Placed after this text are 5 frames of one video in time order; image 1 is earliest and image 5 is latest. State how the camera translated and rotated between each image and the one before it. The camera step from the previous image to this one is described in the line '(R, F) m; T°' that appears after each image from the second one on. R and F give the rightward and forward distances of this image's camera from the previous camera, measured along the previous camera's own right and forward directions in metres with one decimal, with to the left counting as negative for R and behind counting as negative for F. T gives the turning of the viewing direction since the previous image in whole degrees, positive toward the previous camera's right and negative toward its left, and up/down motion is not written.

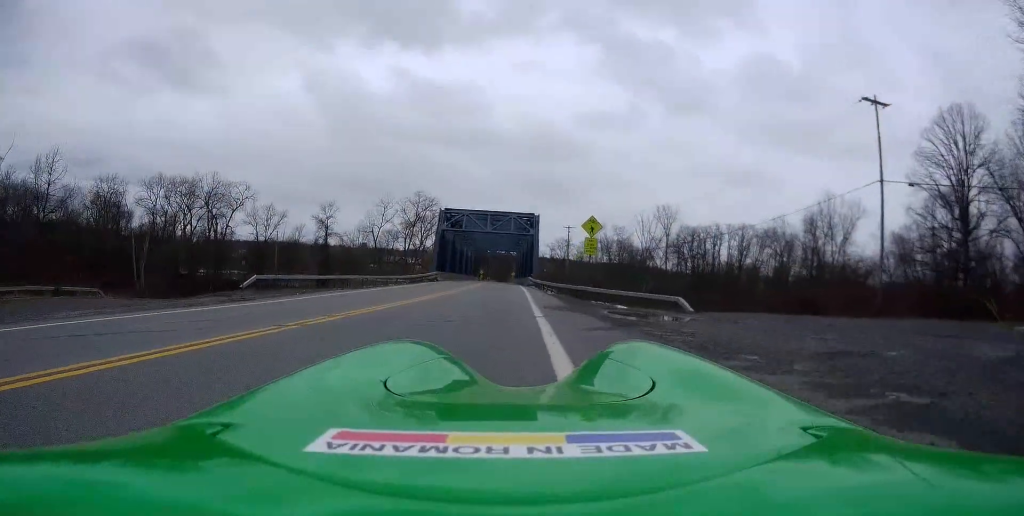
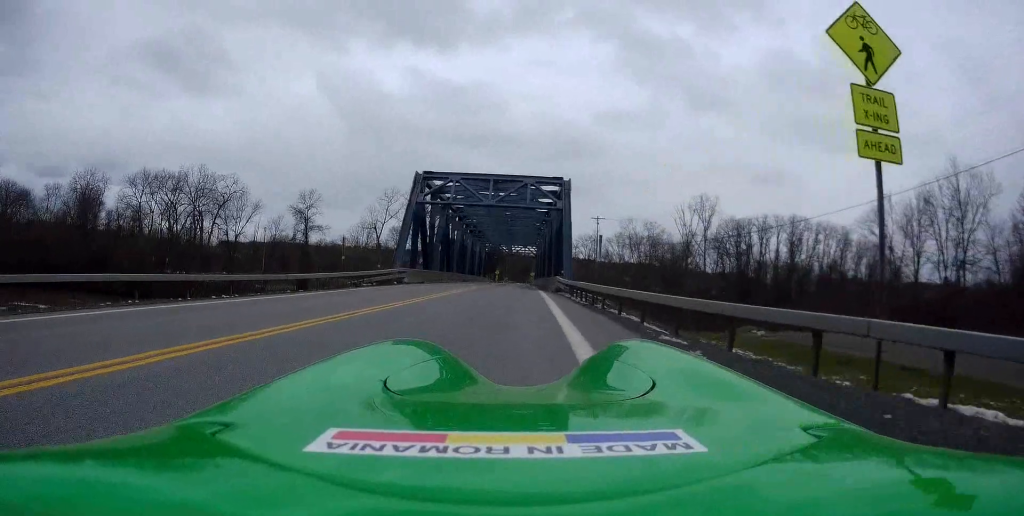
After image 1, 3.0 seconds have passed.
(-0.6, +22.7) m; -2°
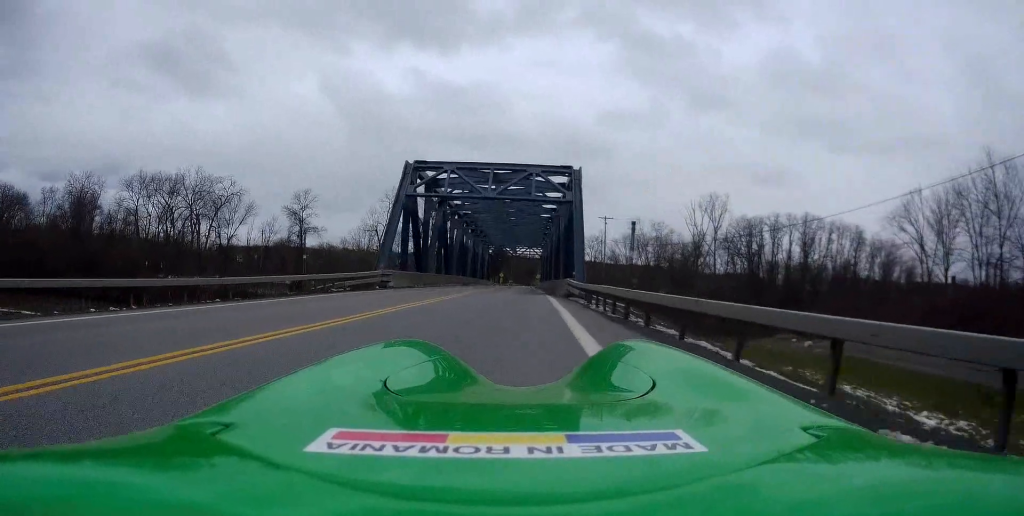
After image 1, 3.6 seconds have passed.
(-0.4, +4.8) m; -1°
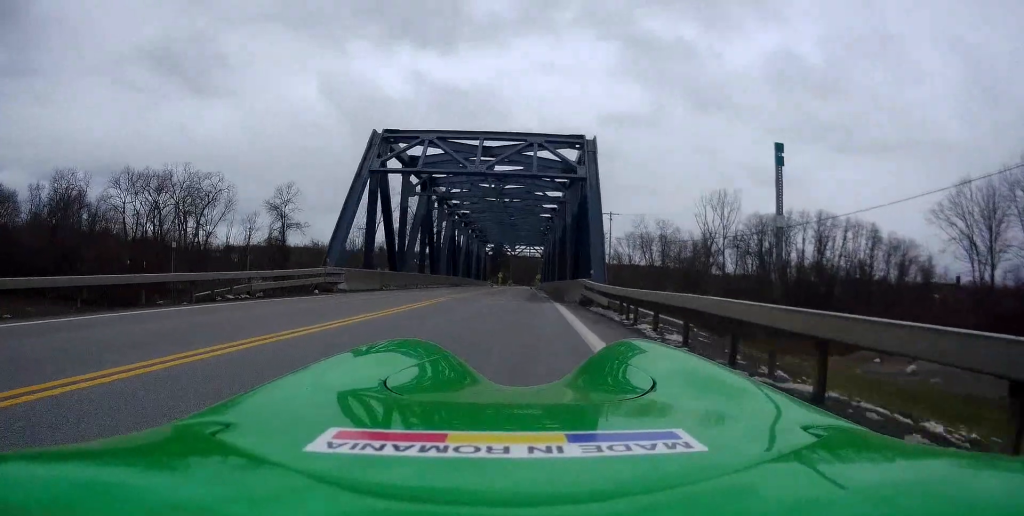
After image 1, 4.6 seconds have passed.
(+0.2, +7.9) m; +1°
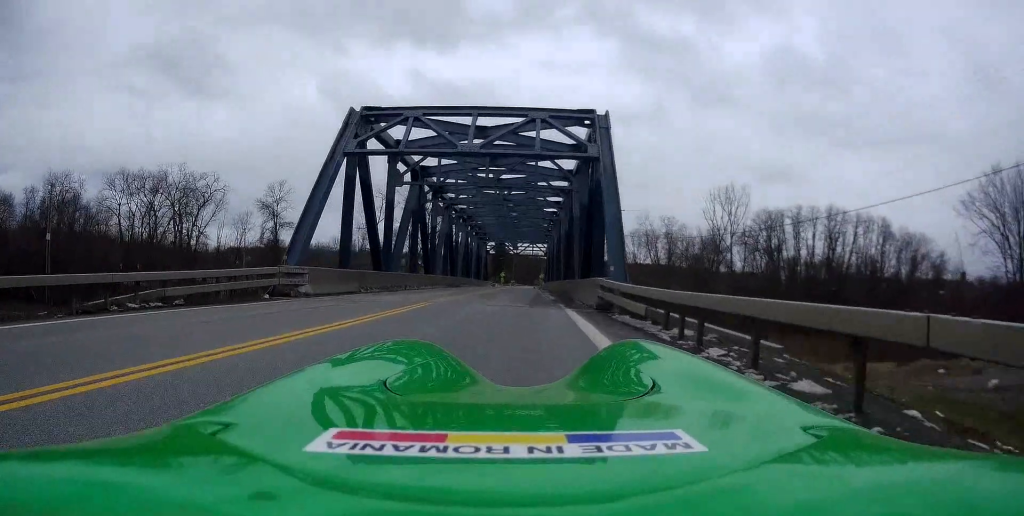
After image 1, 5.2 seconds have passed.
(0.0, +4.0) m; -1°
